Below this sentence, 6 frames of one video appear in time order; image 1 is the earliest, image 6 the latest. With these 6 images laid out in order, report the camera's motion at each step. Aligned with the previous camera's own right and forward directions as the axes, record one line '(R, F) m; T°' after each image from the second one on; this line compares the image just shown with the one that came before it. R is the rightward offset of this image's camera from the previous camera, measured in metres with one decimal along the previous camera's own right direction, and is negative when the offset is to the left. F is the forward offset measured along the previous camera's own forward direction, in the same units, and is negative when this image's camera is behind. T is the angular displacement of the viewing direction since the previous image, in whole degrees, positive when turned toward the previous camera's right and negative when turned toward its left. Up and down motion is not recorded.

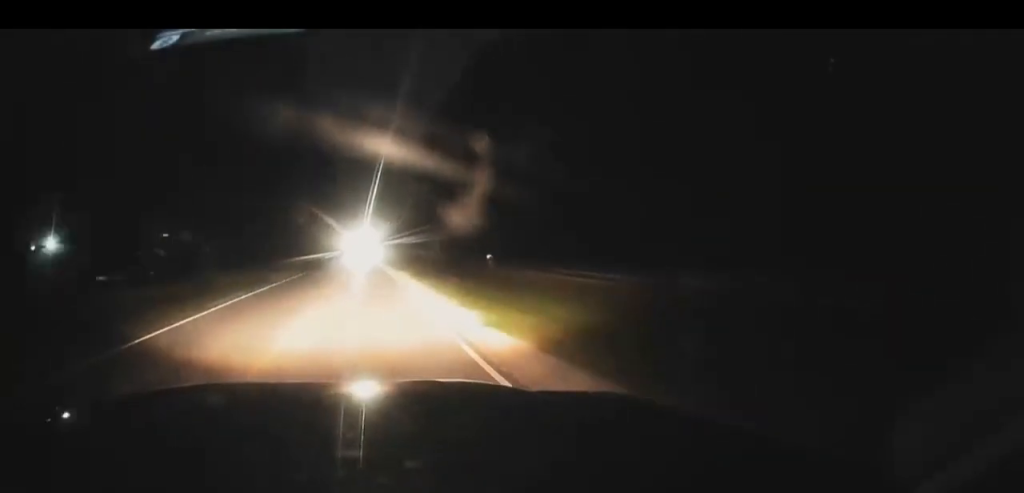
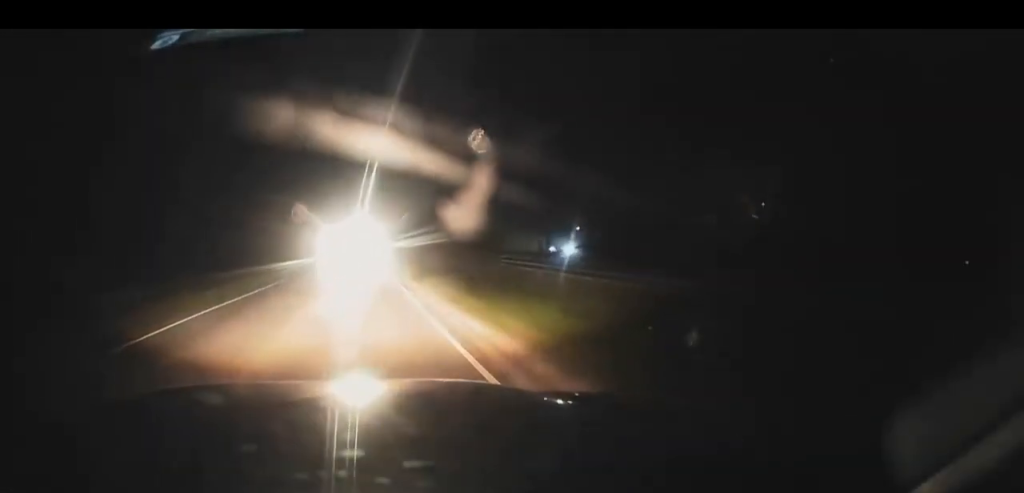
(-0.1, +63.8) m; +1°
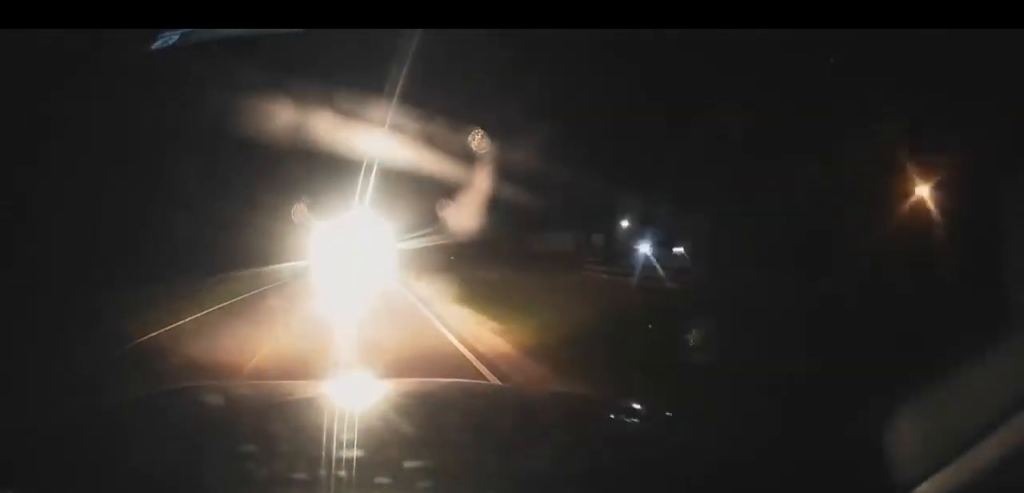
(+0.1, +18.7) m; +1°
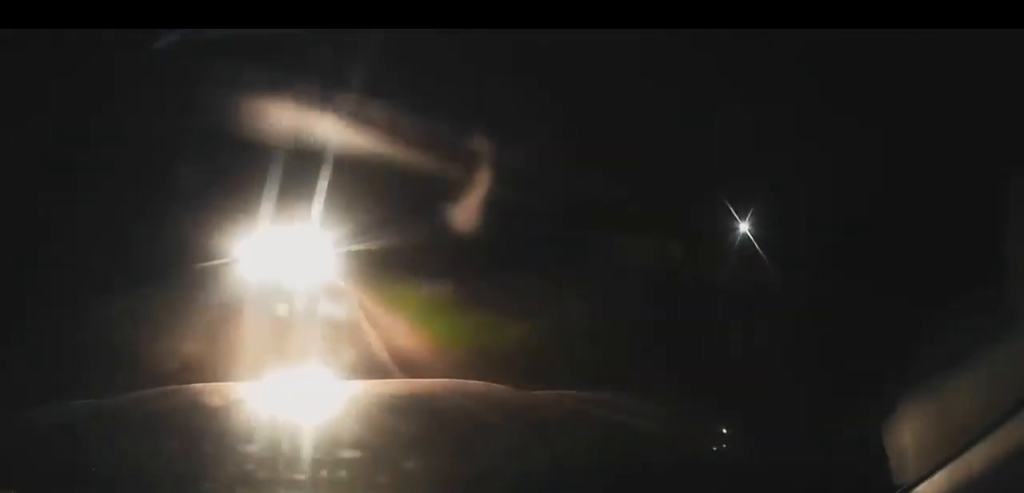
(0.0, +37.6) m; 0°
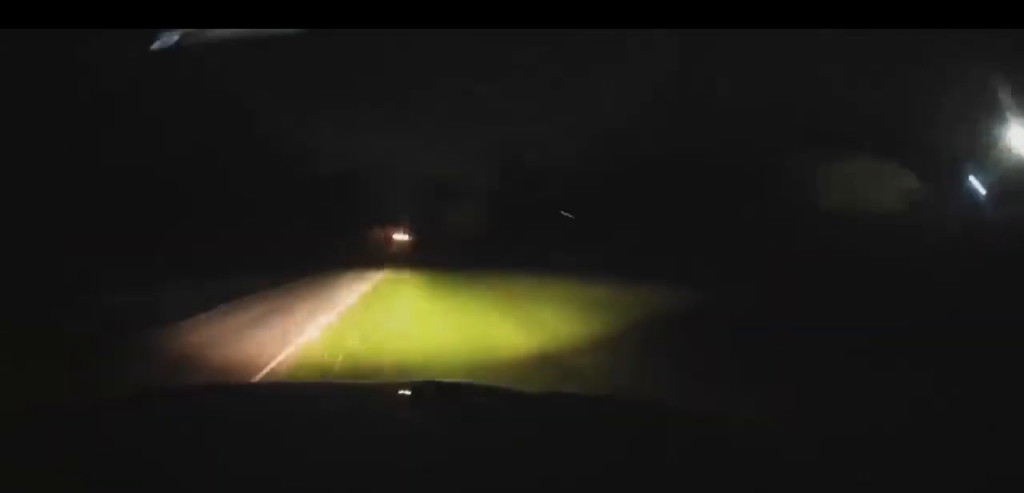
(+0.5, +27.0) m; +2°
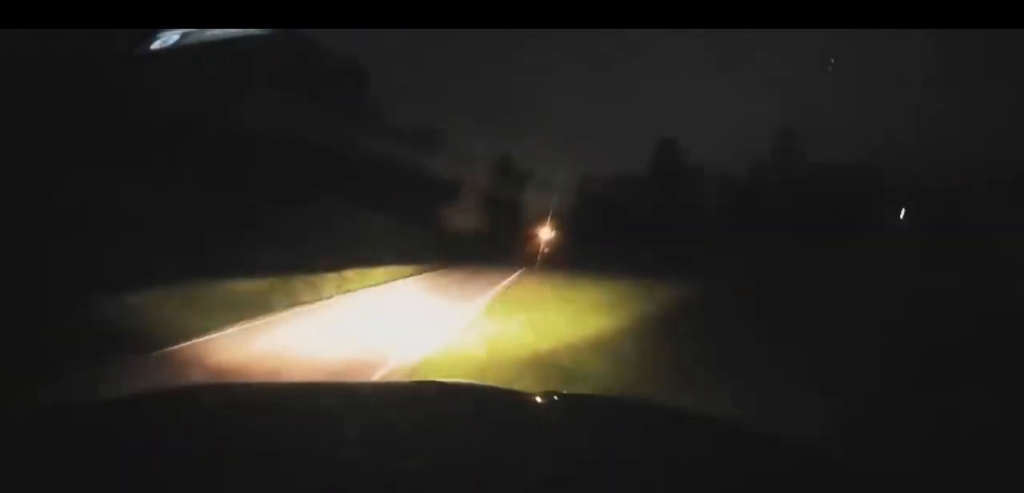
(0.0, +17.9) m; -2°
